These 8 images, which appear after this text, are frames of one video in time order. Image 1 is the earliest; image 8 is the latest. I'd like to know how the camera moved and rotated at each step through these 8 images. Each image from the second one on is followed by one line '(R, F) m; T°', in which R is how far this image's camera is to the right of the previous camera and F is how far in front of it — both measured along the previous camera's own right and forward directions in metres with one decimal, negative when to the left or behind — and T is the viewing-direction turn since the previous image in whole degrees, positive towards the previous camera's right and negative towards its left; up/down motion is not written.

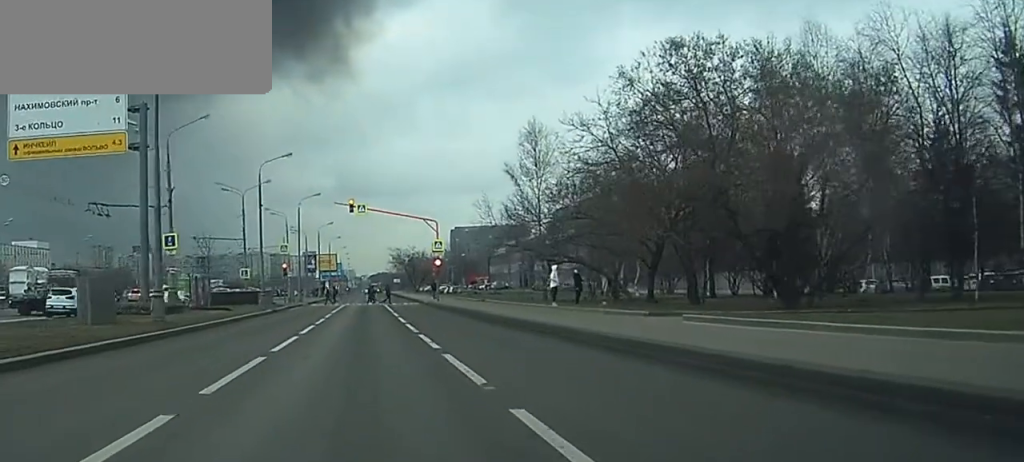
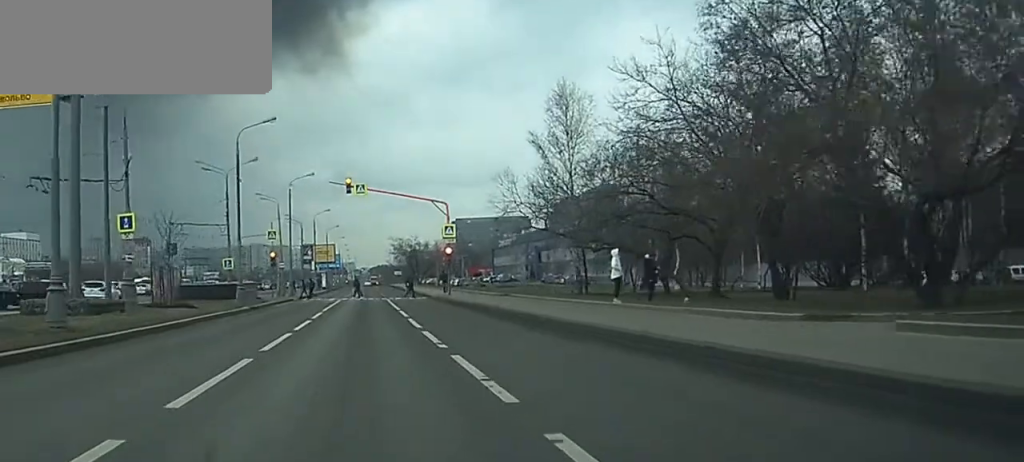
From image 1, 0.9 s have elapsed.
(-0.1, +9.9) m; 0°
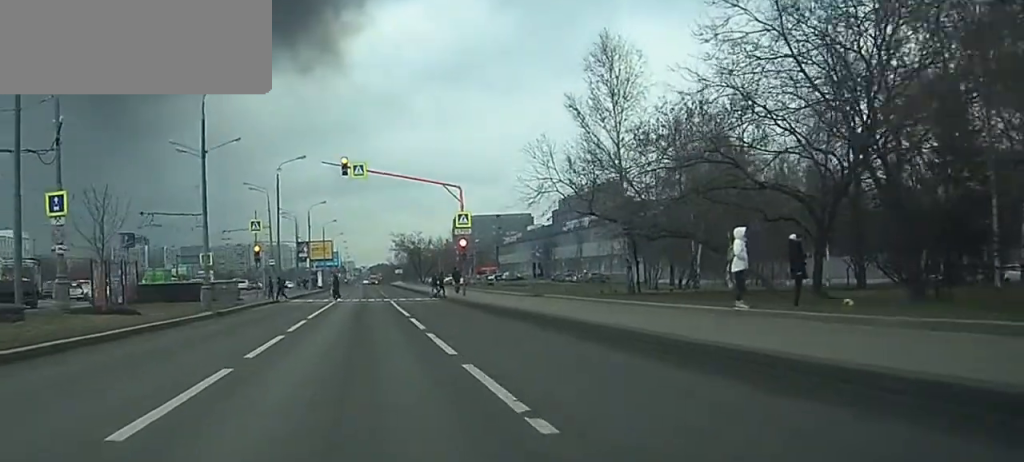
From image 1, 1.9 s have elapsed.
(0.0, +10.2) m; 0°
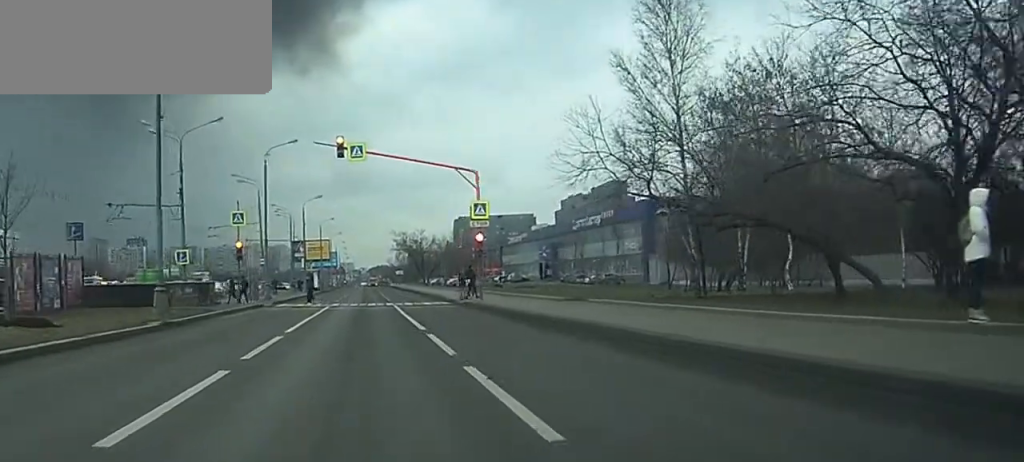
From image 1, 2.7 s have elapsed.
(+0.1, +8.6) m; +1°
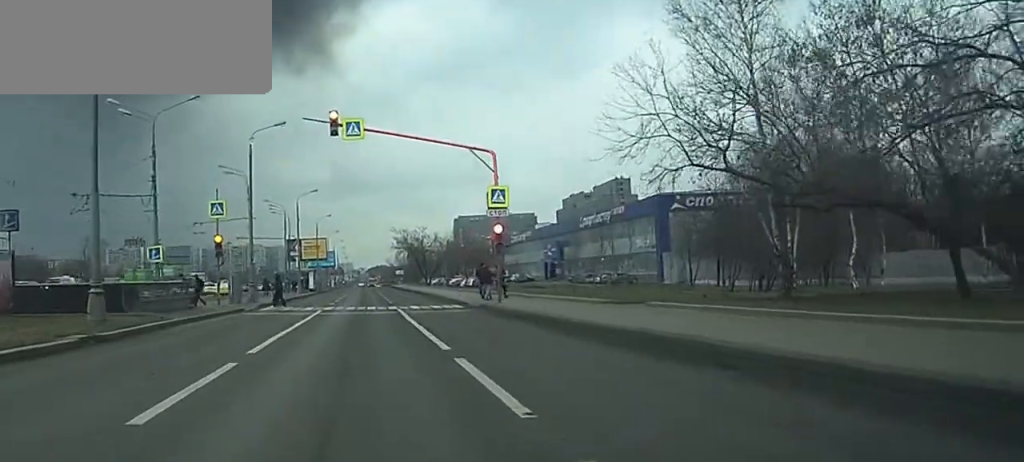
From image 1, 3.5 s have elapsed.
(0.0, +7.3) m; 0°
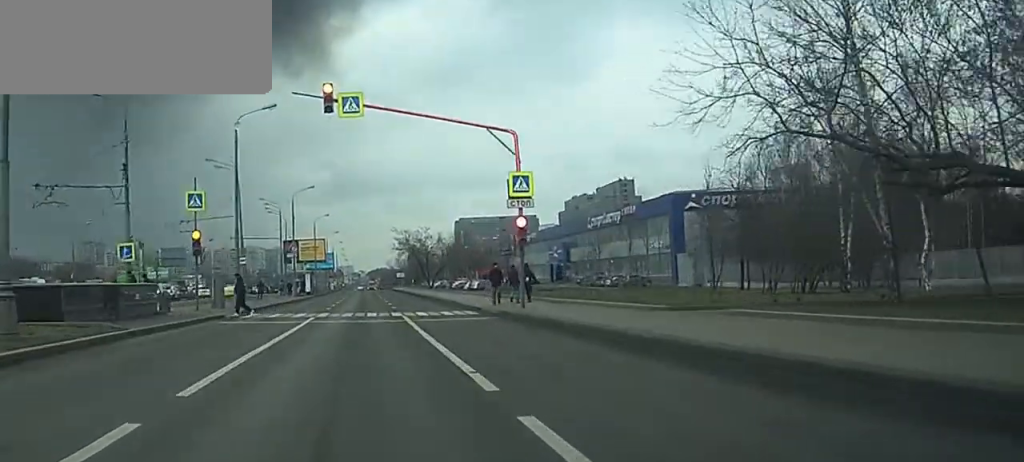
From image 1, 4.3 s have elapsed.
(0.0, +6.1) m; 0°
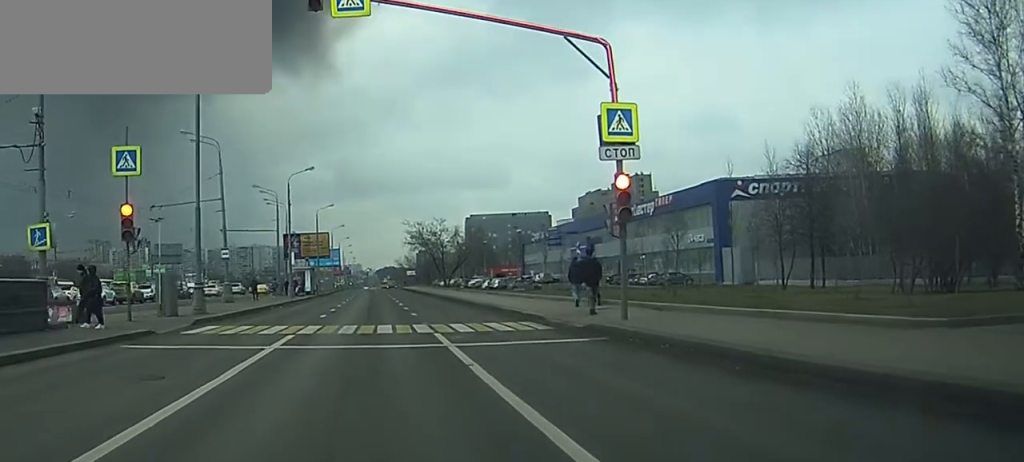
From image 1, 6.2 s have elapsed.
(0.0, +13.5) m; -1°
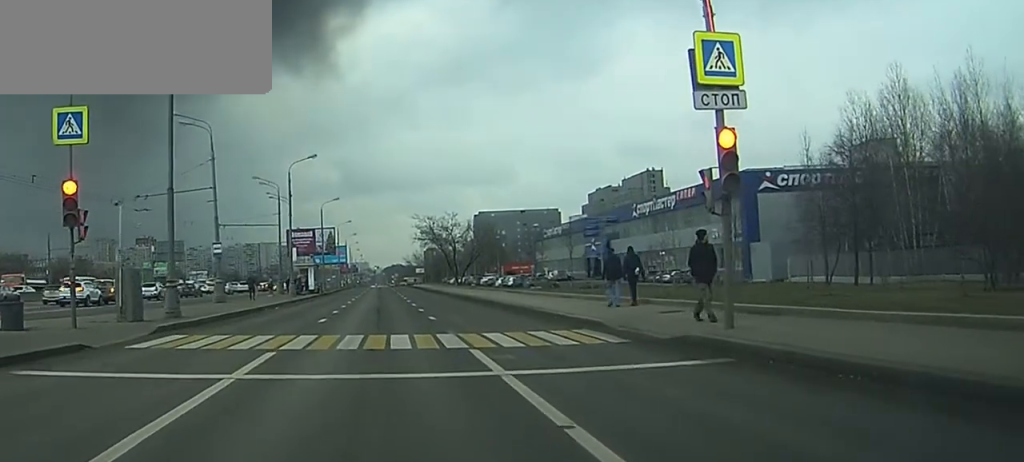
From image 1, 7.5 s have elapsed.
(-0.1, +6.6) m; -1°
